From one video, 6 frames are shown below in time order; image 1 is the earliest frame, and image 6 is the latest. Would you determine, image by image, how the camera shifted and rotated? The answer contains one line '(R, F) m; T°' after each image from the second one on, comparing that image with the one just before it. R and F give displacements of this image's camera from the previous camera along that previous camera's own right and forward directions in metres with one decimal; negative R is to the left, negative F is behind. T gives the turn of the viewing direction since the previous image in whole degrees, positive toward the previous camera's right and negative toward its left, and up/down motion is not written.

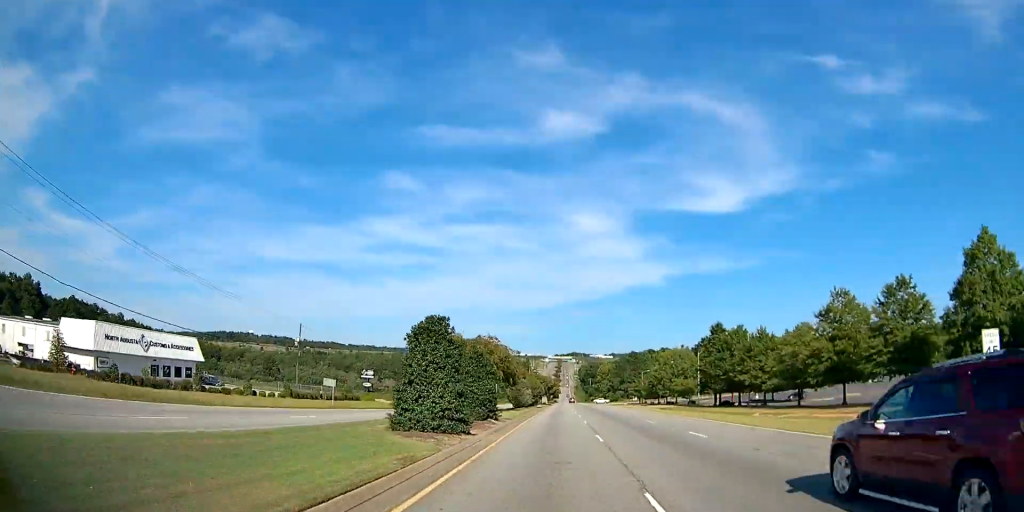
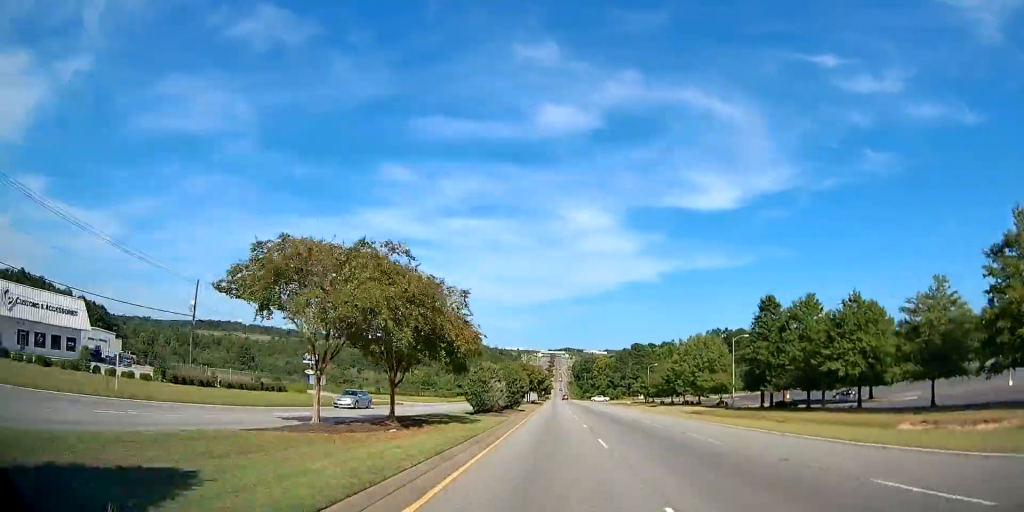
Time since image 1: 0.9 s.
(+0.3, +26.6) m; 0°
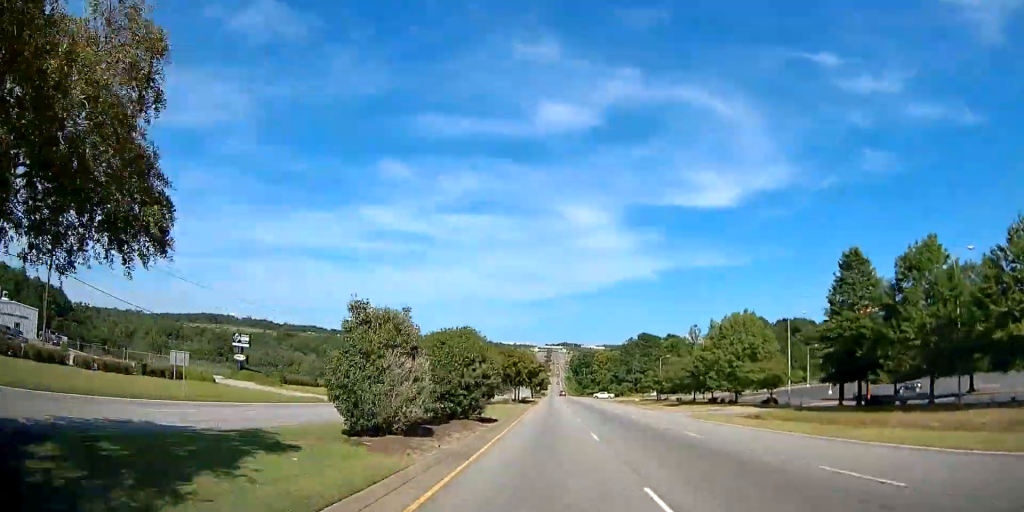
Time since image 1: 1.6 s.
(0.0, +22.6) m; 0°
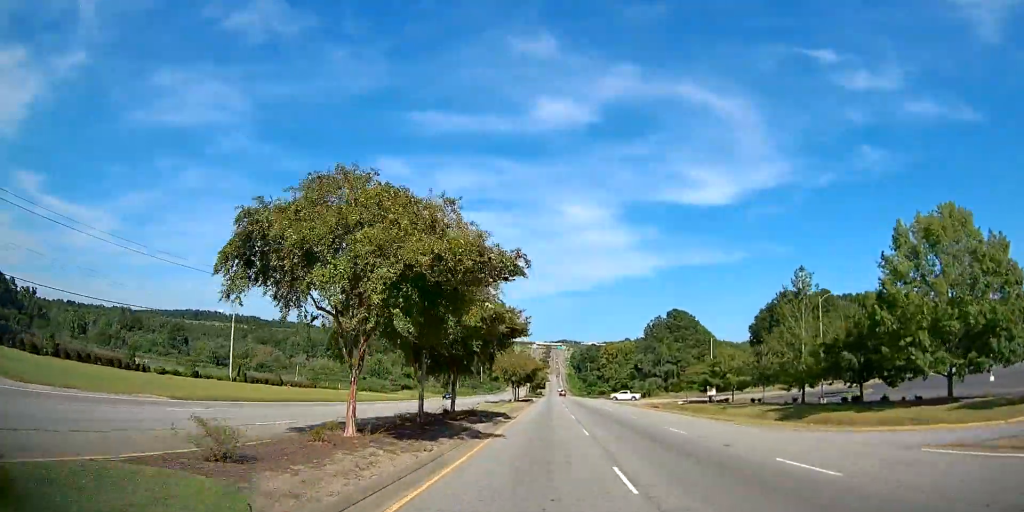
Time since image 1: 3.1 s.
(+0.1, +46.4) m; 0°
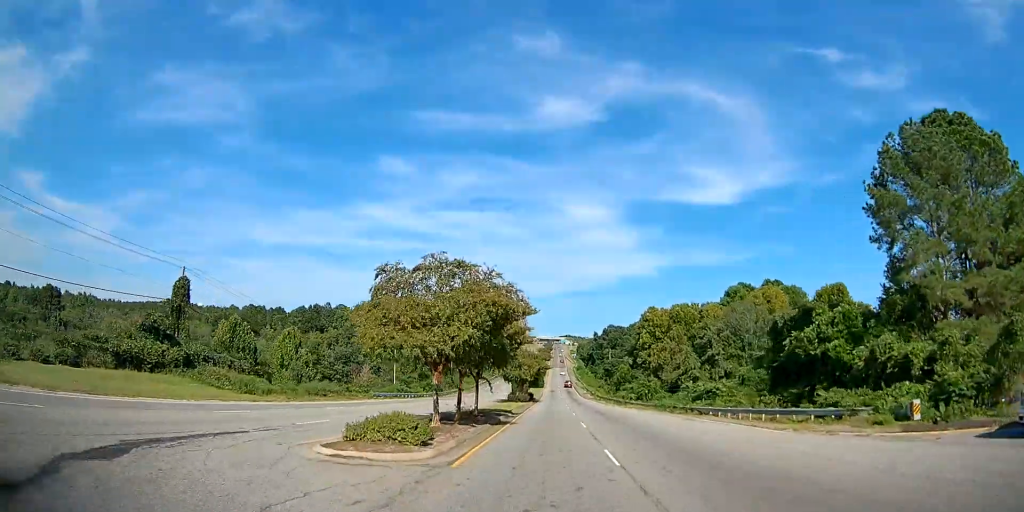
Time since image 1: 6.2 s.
(-4.2, +96.4) m; -4°
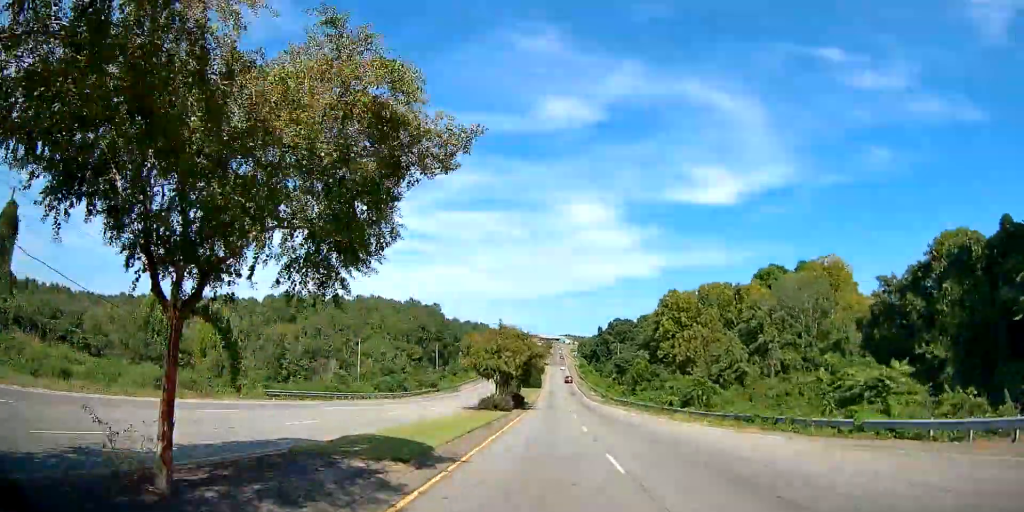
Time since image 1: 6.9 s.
(0.0, +24.3) m; 0°
